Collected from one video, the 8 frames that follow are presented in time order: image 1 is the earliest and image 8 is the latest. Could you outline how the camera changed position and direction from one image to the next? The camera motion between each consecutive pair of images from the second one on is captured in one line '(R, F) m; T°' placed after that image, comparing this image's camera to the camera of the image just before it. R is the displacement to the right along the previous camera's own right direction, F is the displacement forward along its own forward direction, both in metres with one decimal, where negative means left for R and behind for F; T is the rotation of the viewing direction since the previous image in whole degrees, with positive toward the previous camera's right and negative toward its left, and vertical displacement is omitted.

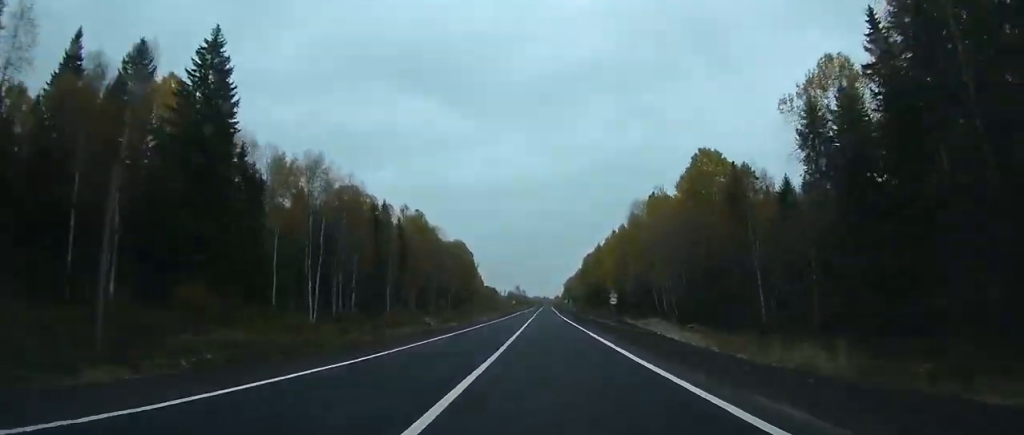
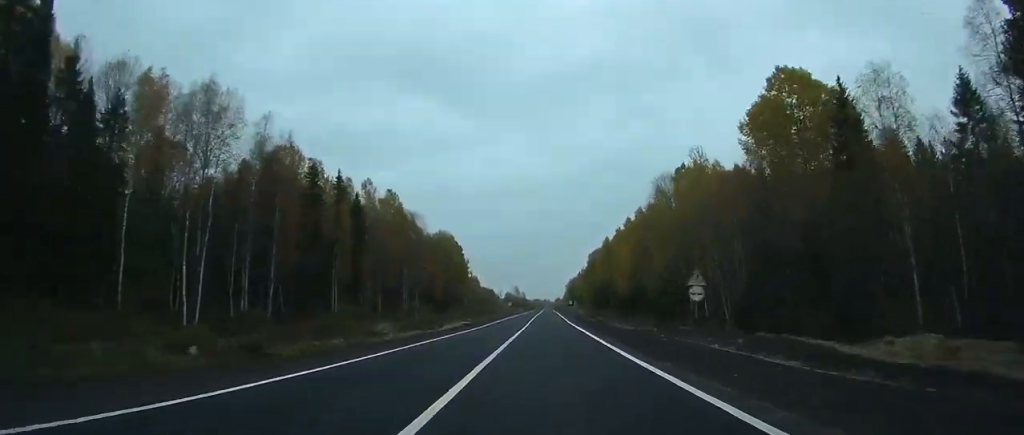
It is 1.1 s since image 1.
(-0.1, +32.2) m; 0°
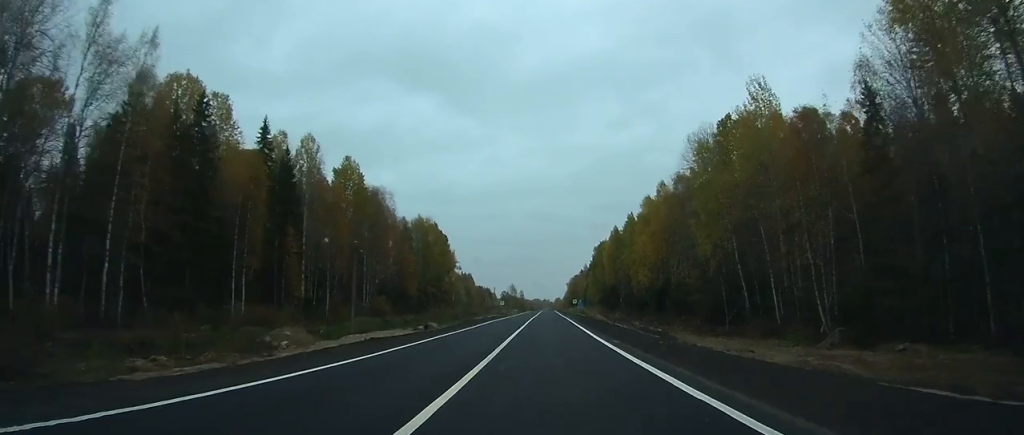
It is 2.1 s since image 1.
(-0.1, +30.1) m; 0°
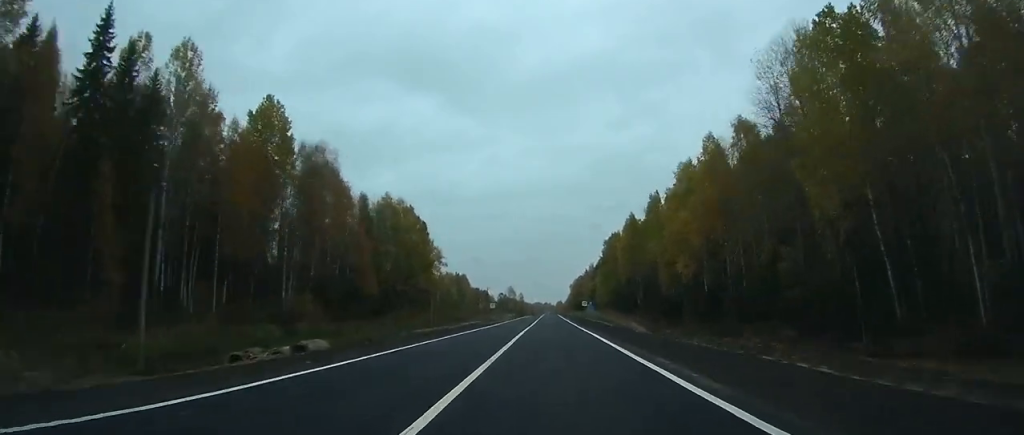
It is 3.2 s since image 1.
(+0.1, +32.7) m; 0°
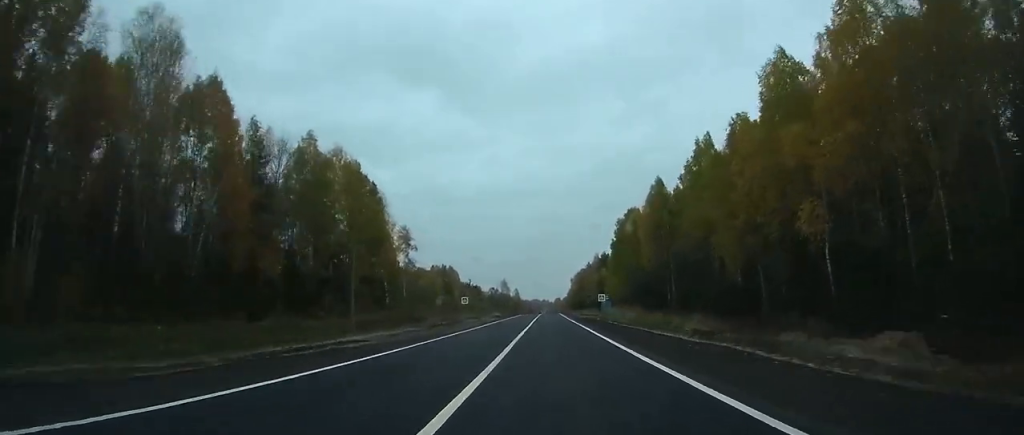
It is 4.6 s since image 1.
(0.0, +39.7) m; 0°
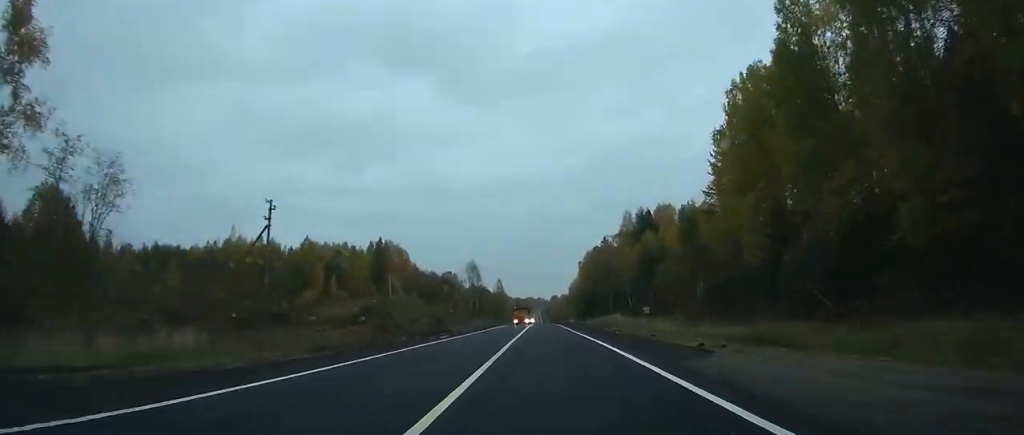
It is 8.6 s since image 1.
(+0.2, +108.8) m; 0°
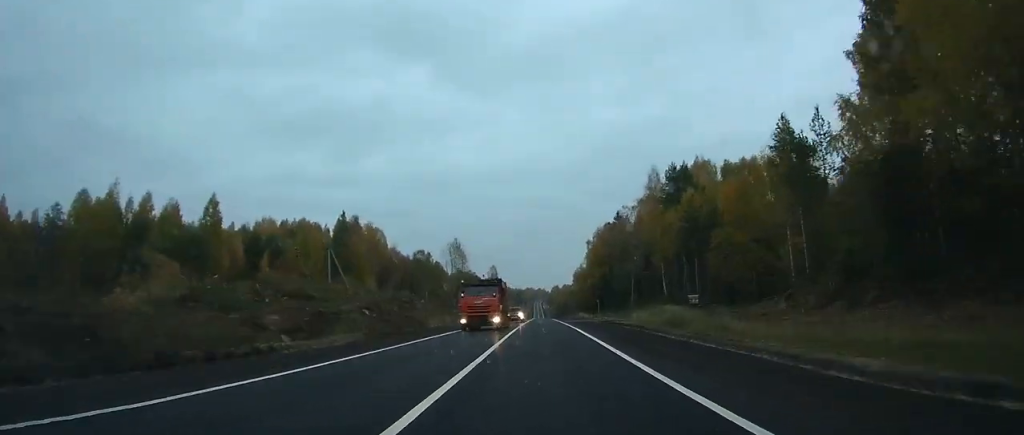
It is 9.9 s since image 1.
(+0.1, +38.3) m; 0°
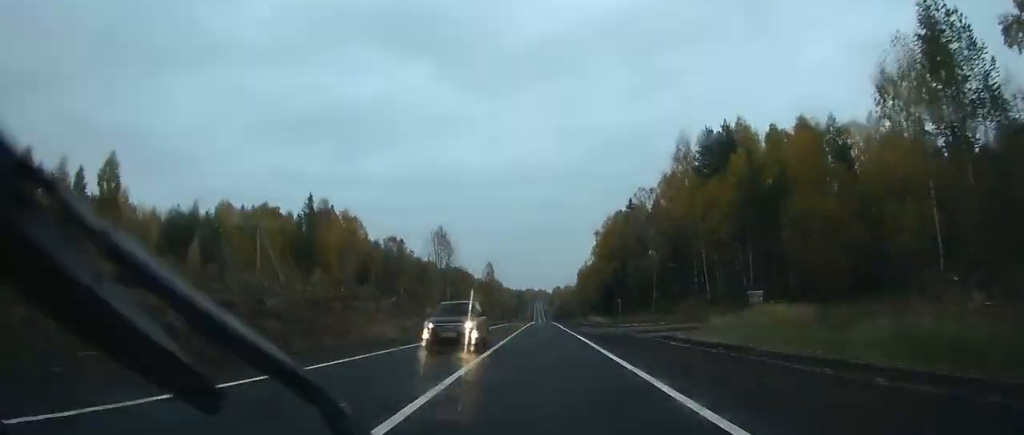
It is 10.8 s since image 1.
(0.0, +24.7) m; 0°
